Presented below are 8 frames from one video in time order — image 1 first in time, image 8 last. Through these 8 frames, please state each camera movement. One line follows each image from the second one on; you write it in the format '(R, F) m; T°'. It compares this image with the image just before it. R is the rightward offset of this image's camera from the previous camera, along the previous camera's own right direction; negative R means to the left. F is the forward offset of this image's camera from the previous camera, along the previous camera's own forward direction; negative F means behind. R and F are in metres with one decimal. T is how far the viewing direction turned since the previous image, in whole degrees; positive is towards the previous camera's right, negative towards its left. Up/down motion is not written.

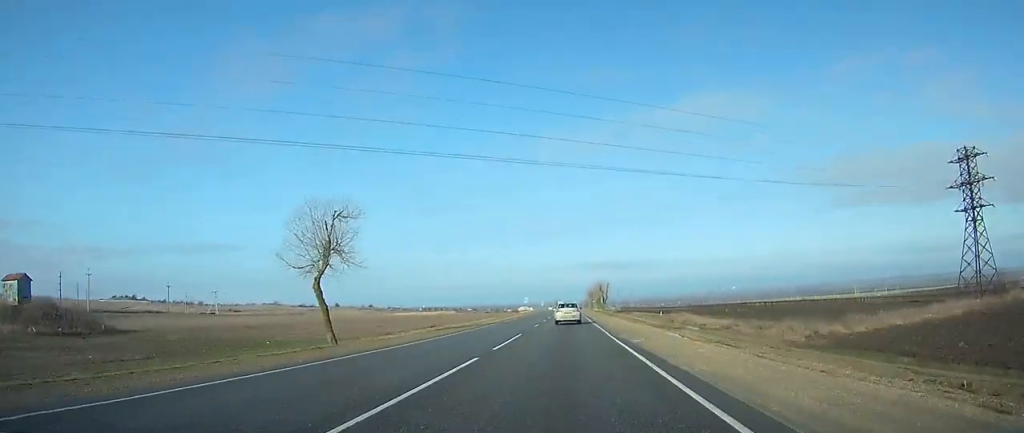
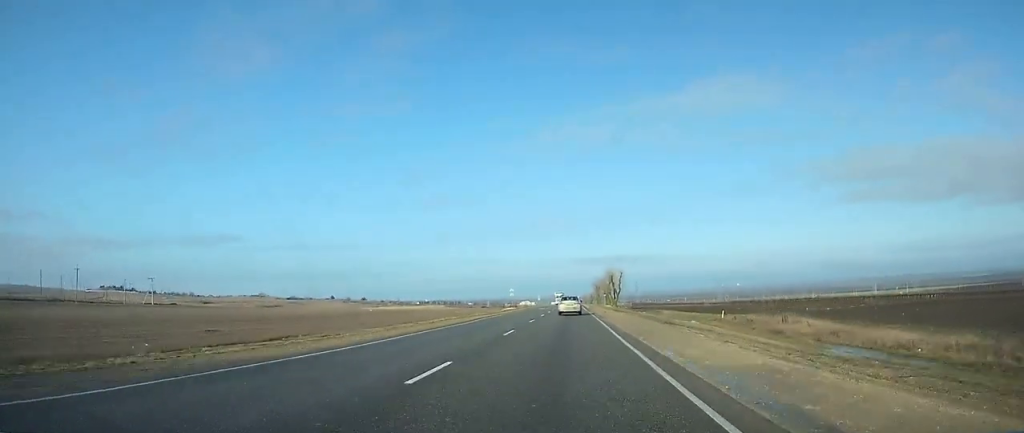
(+0.1, +41.6) m; 0°
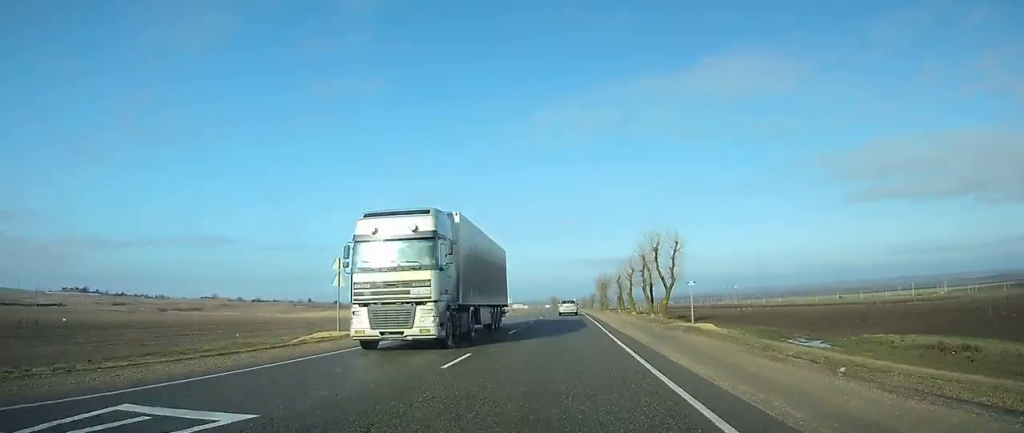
(-0.3, +83.0) m; 0°
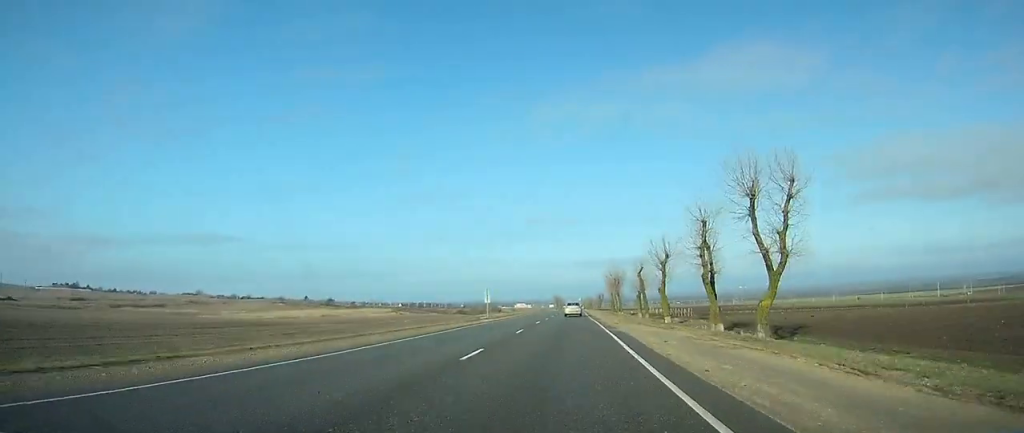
(0.0, +35.3) m; 0°
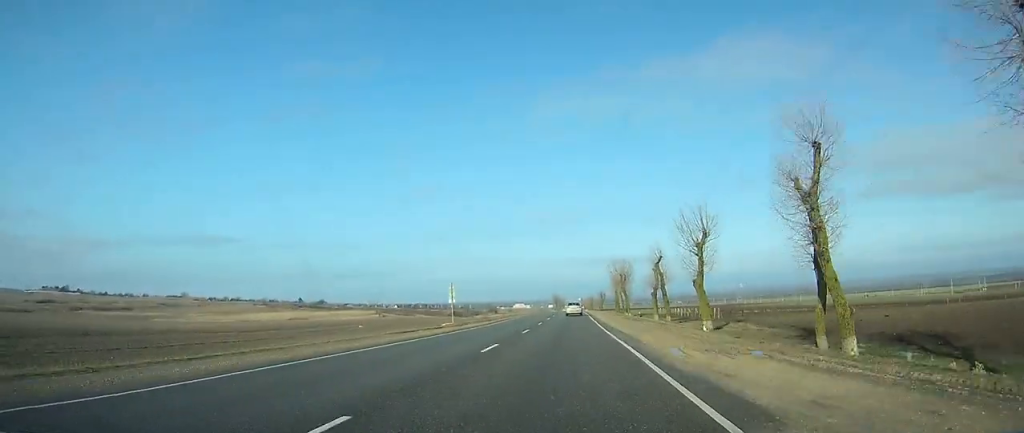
(0.0, +22.2) m; 0°
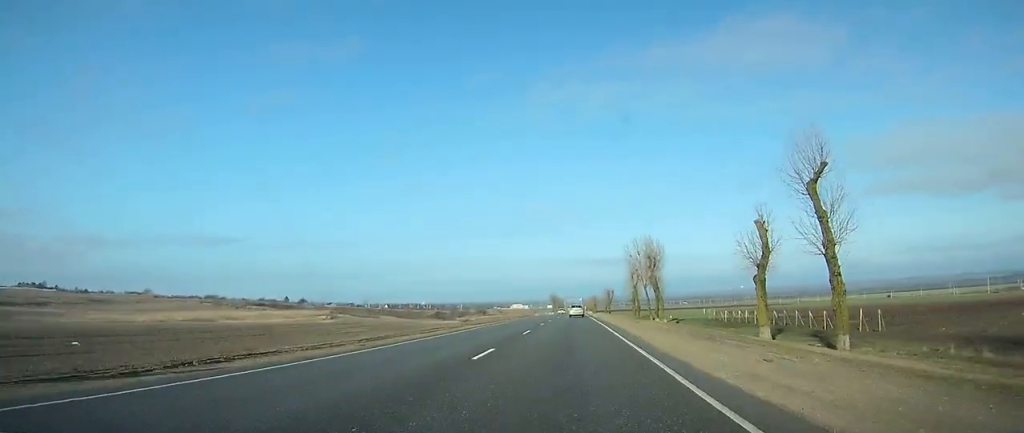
(0.0, +51.1) m; 0°
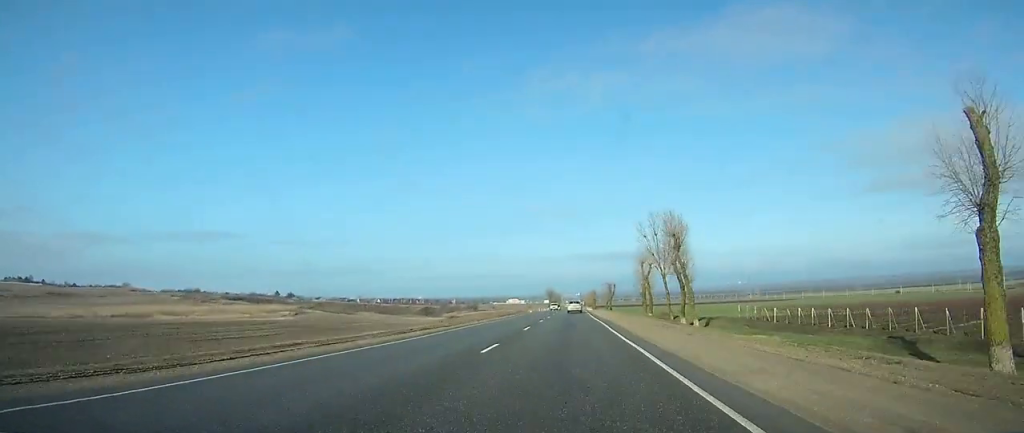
(0.0, +23.2) m; 0°
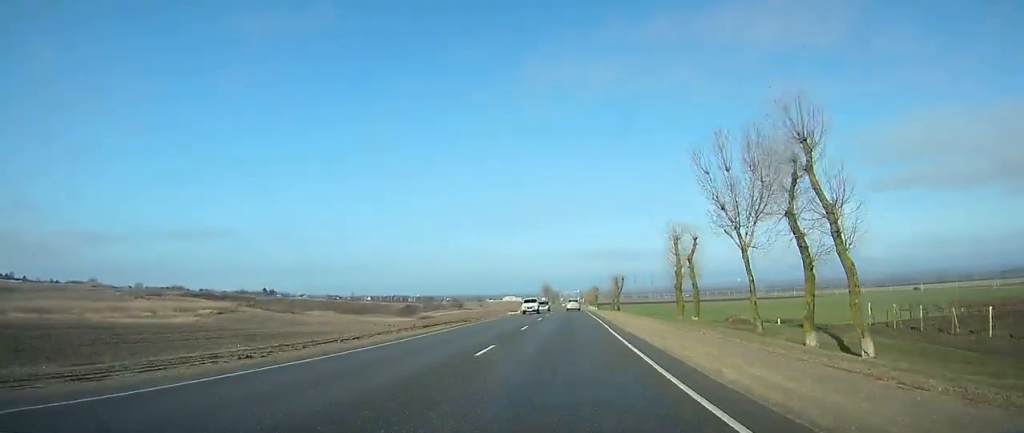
(0.0, +36.8) m; 0°
